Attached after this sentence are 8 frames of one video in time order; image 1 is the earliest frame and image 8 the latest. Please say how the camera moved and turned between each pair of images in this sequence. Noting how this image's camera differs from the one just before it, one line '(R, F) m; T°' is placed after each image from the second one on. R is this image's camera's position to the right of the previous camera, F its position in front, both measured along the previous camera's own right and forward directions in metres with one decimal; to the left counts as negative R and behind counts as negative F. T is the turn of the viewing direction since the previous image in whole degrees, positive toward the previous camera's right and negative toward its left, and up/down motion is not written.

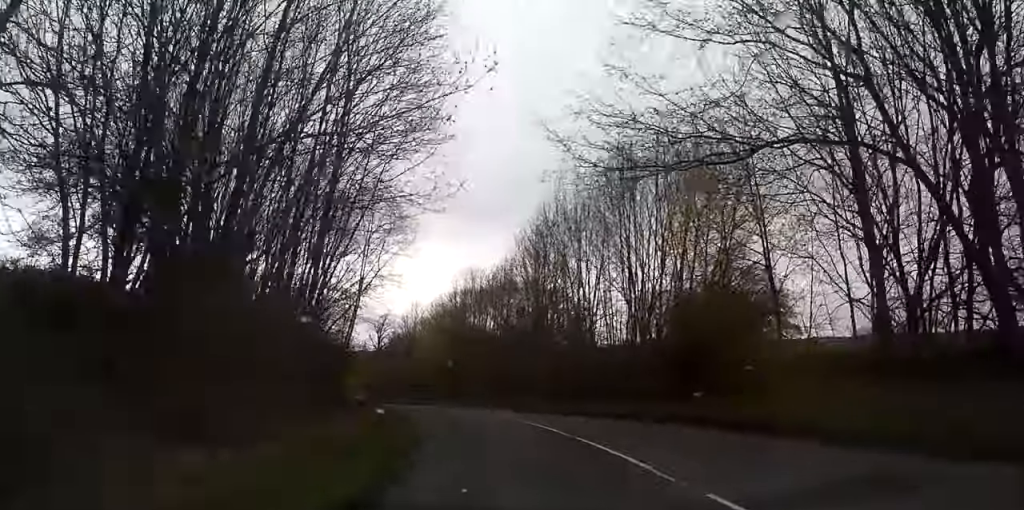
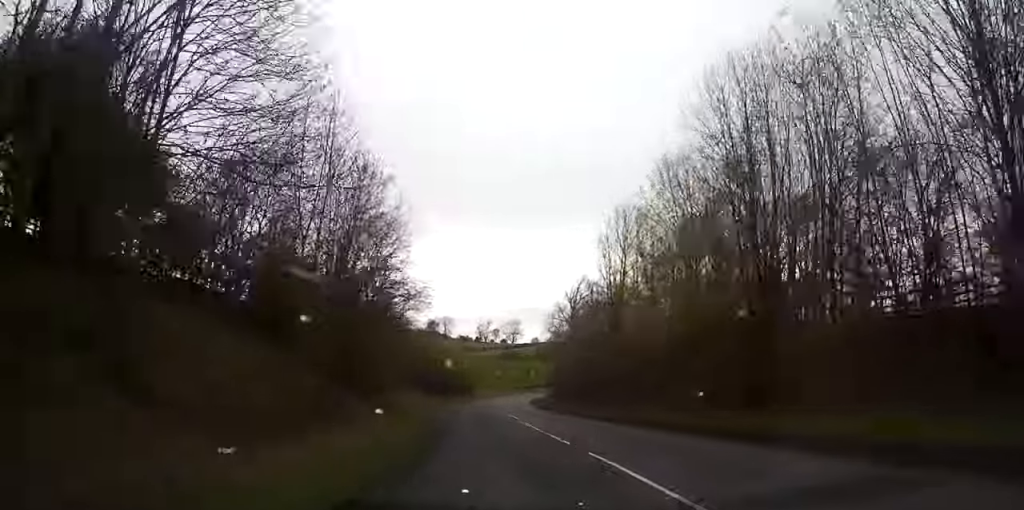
(-5.2, +46.2) m; -13°
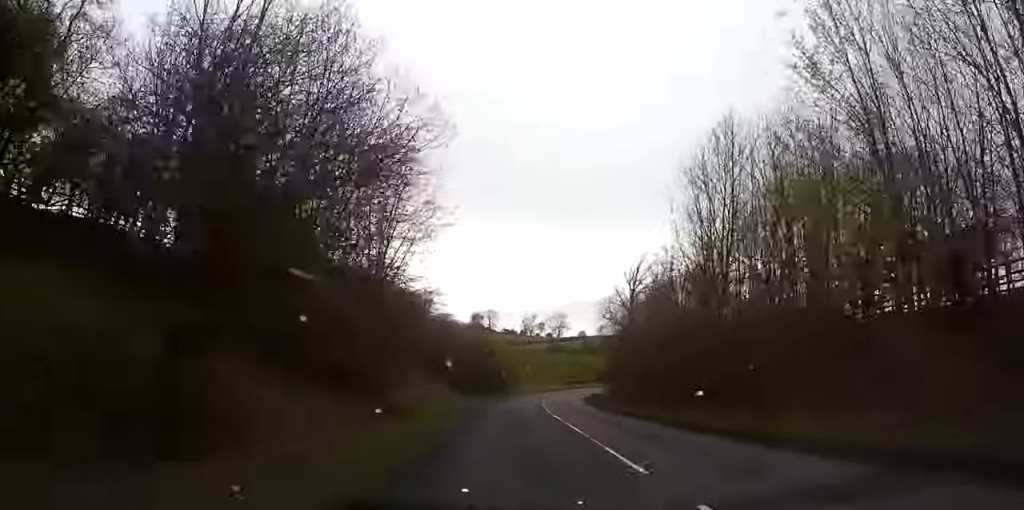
(-0.5, +15.2) m; -4°
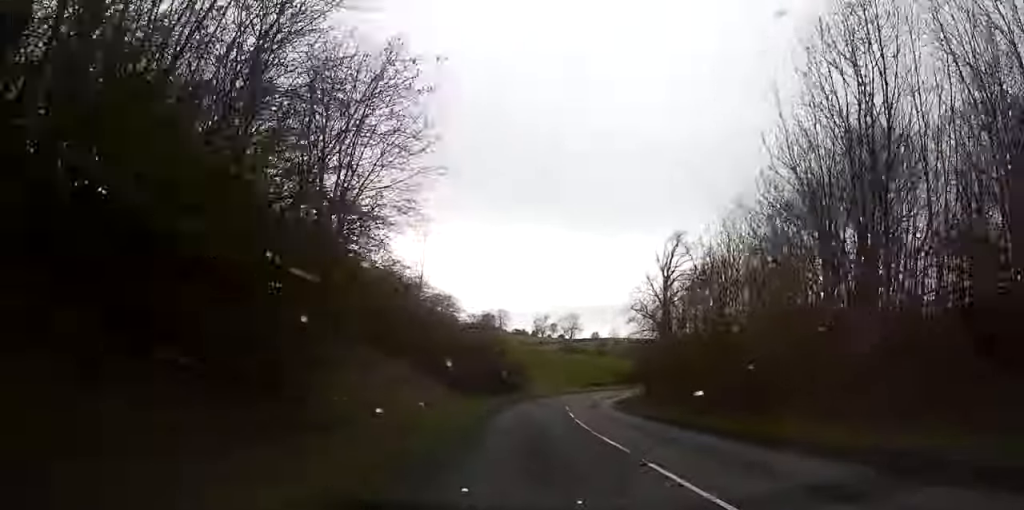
(-0.5, +13.6) m; 0°
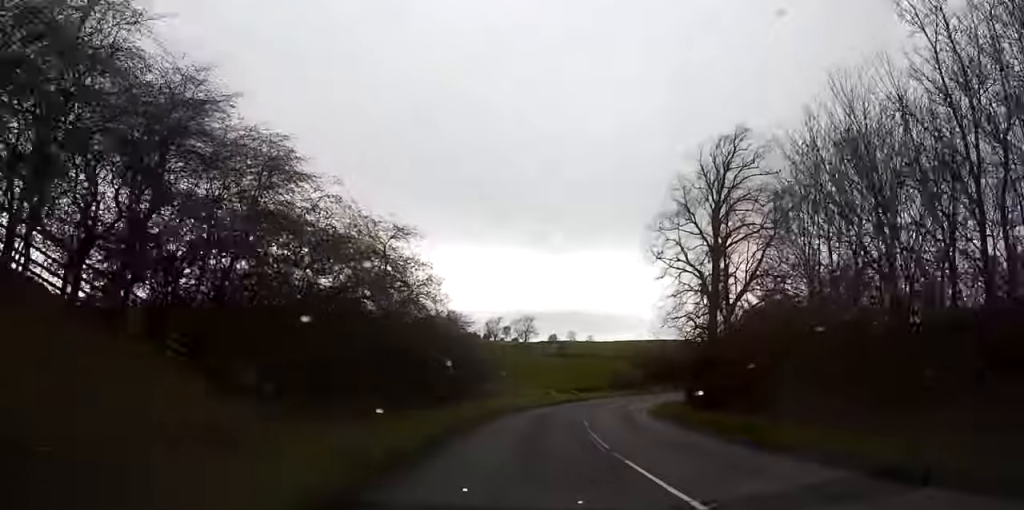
(+0.3, +34.7) m; +2°
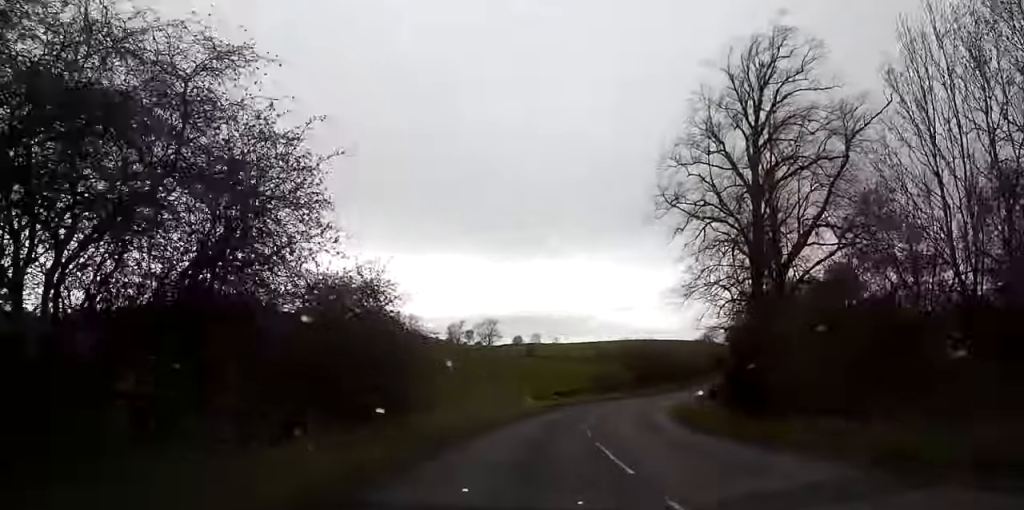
(+0.2, +14.7) m; +2°
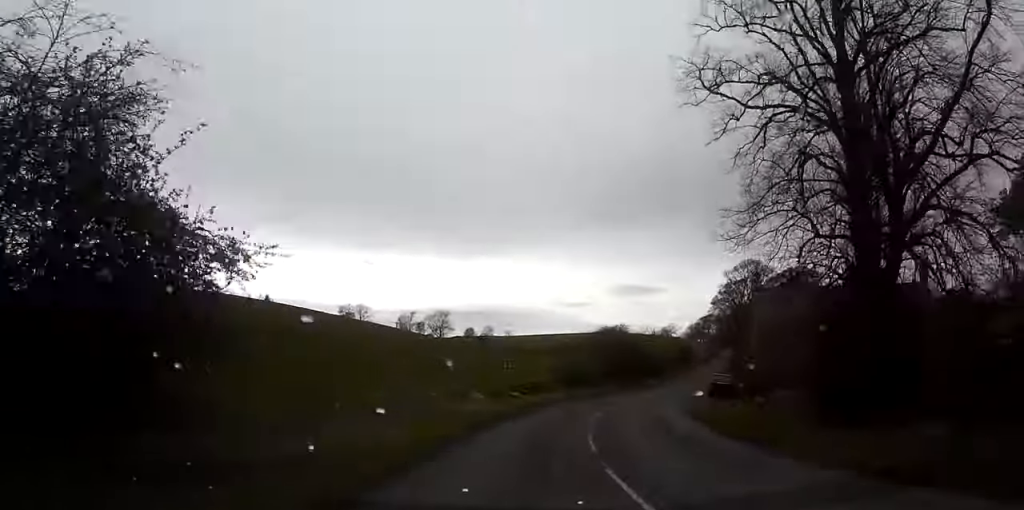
(0.0, +13.9) m; +3°
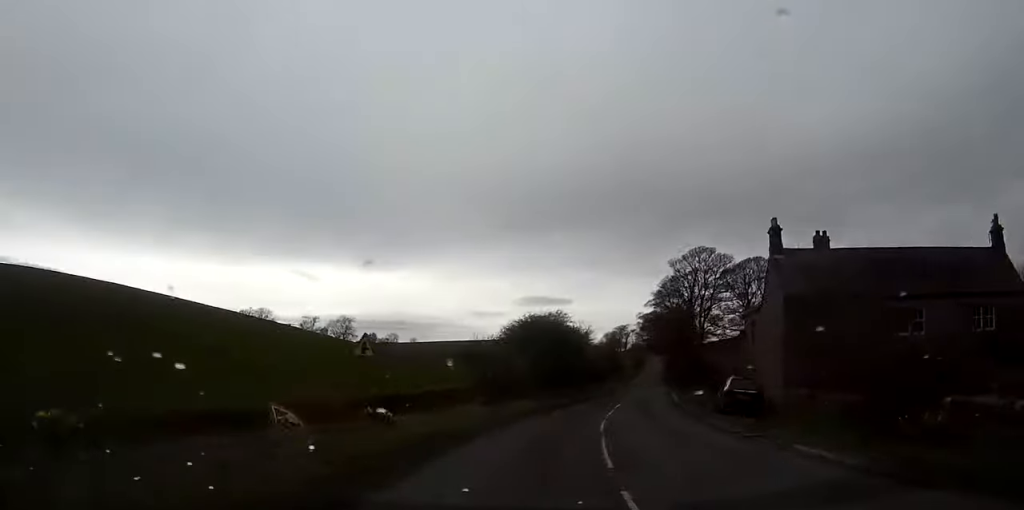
(+0.9, +21.4) m; +6°
